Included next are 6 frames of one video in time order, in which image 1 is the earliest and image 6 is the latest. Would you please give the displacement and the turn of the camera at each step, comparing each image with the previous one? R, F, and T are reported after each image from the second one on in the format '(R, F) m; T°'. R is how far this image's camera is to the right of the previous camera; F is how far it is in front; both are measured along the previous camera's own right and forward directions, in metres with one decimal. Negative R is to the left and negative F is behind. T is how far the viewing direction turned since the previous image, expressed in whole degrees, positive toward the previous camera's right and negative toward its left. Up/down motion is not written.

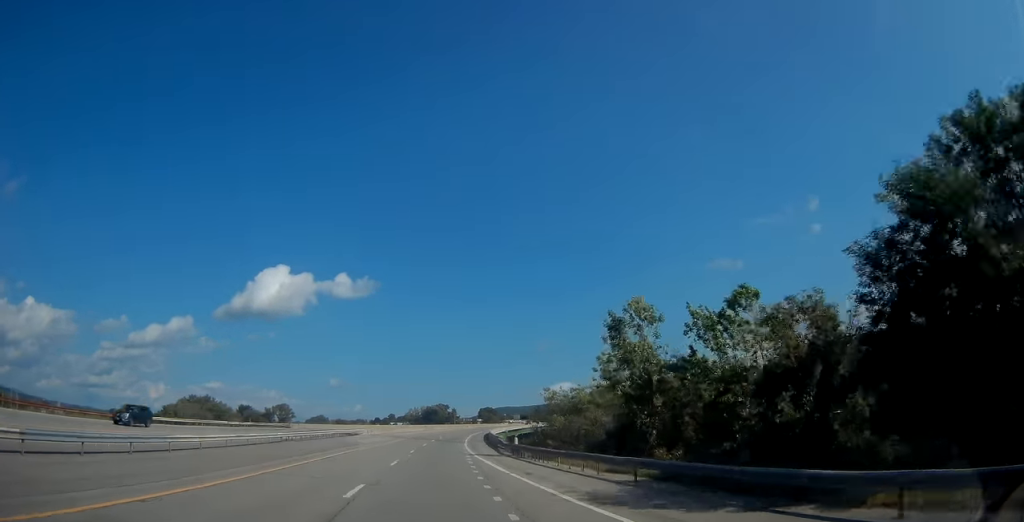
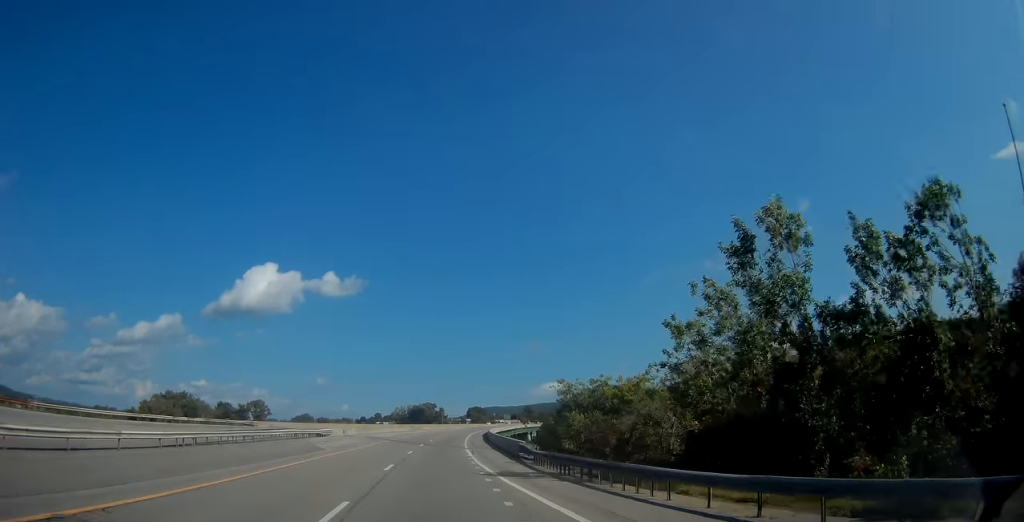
(+0.2, +16.2) m; +1°
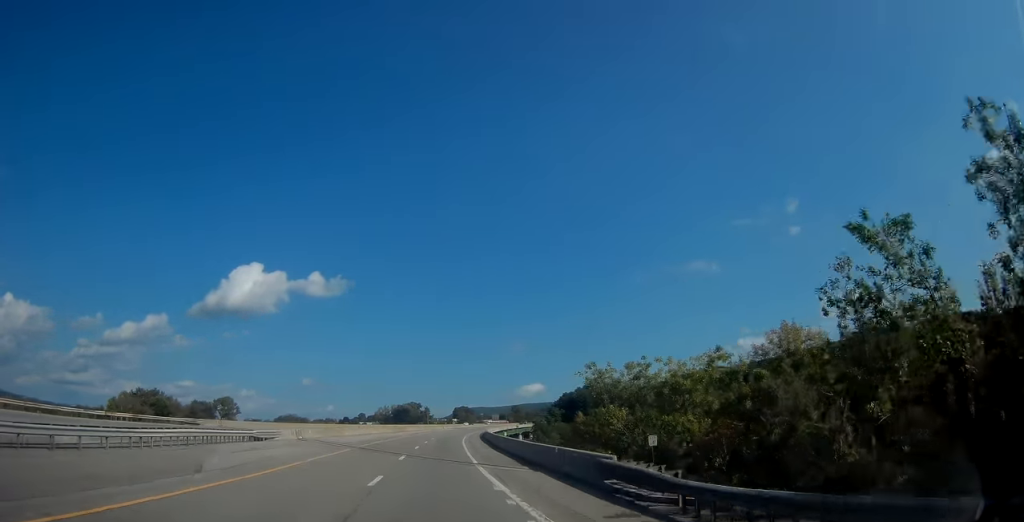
(0.0, +18.0) m; +1°
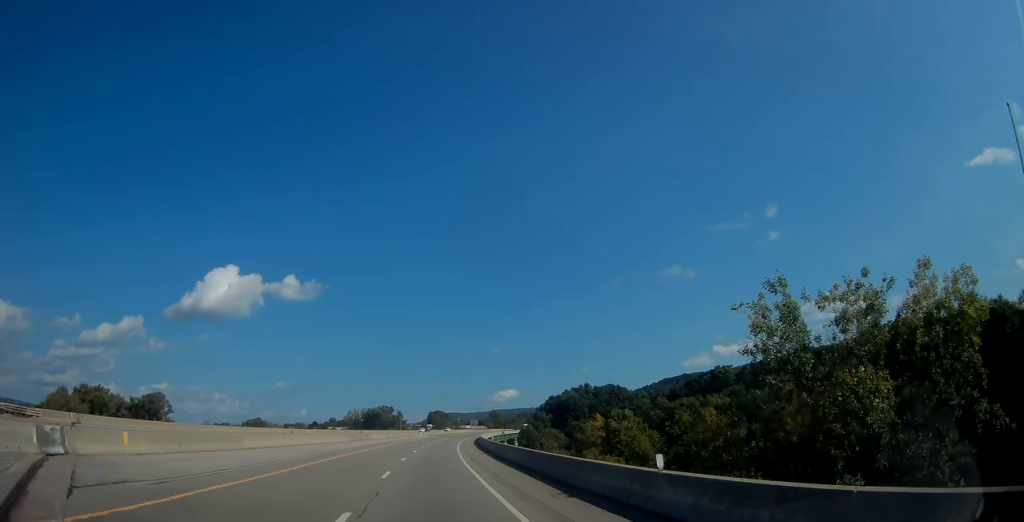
(+0.4, +32.1) m; +3°
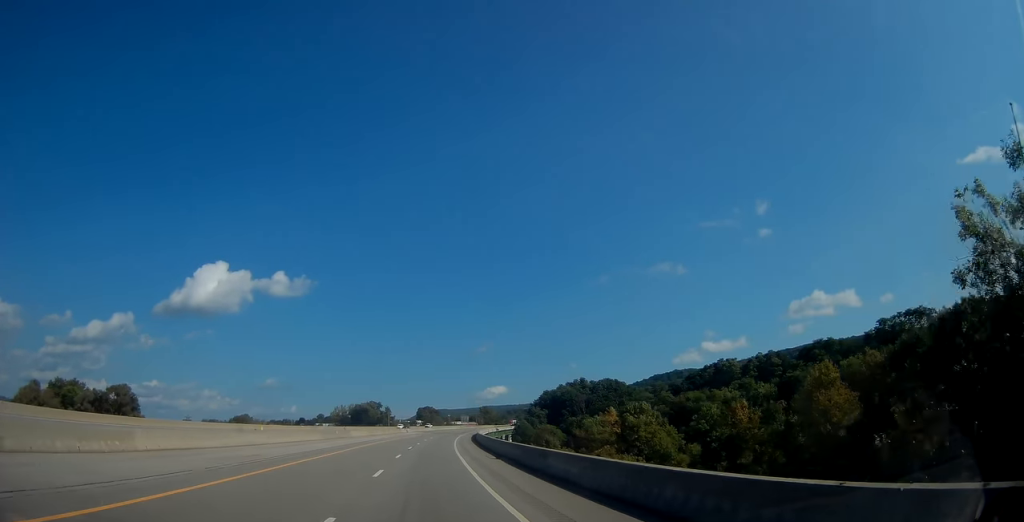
(+0.4, +13.2) m; +1°
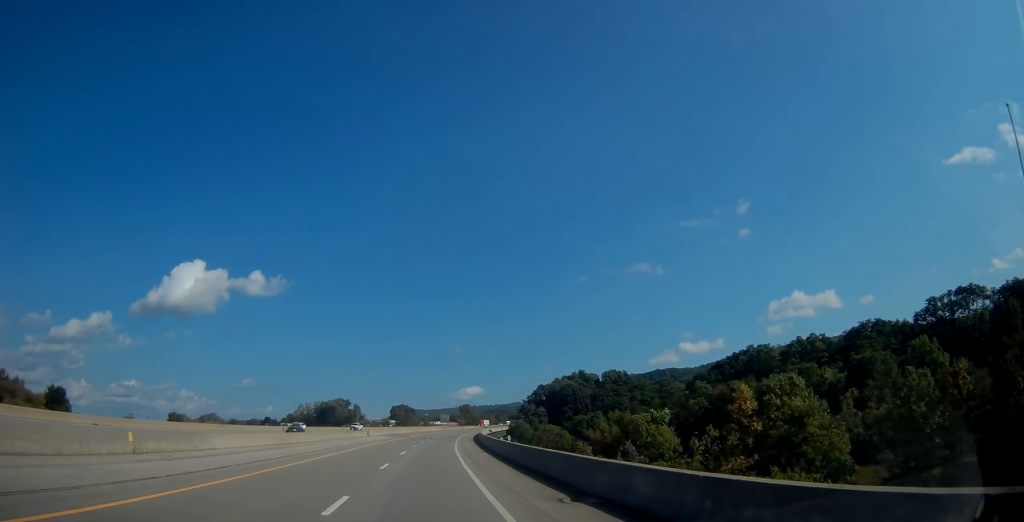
(+0.8, +44.3) m; +3°
